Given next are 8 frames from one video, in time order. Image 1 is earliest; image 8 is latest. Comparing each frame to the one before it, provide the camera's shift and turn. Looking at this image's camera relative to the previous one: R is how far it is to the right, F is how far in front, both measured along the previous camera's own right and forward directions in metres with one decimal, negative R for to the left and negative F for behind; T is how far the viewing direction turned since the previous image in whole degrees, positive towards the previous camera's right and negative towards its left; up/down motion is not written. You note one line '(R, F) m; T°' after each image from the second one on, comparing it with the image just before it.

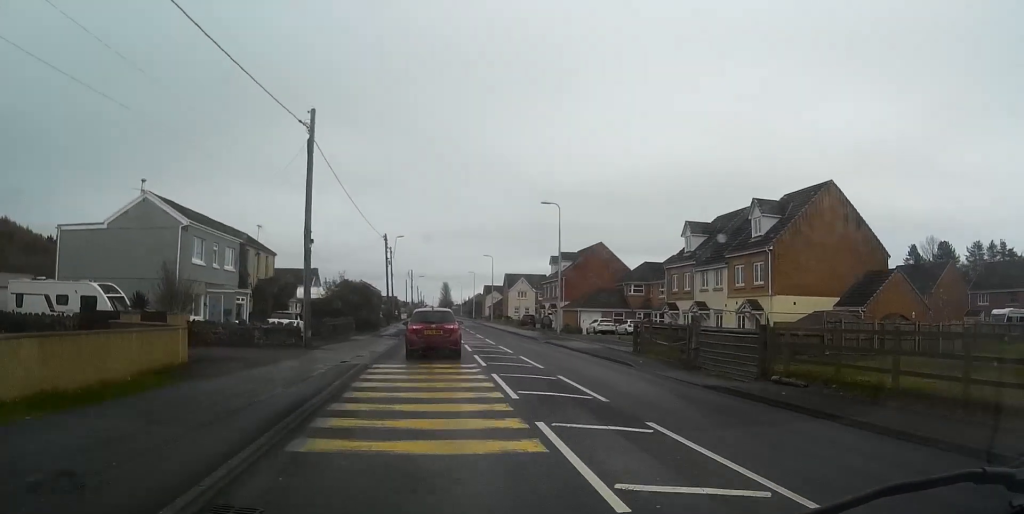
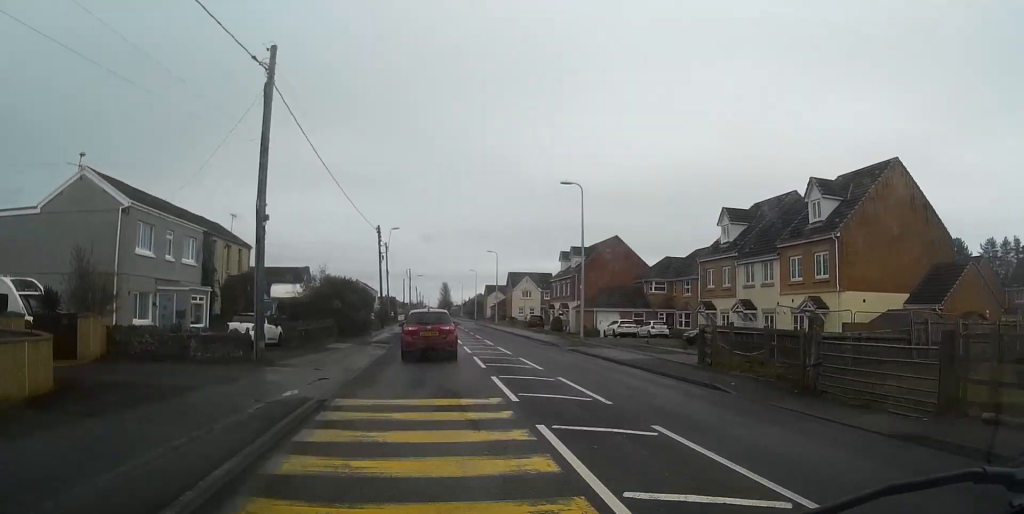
(+0.2, +6.2) m; +1°
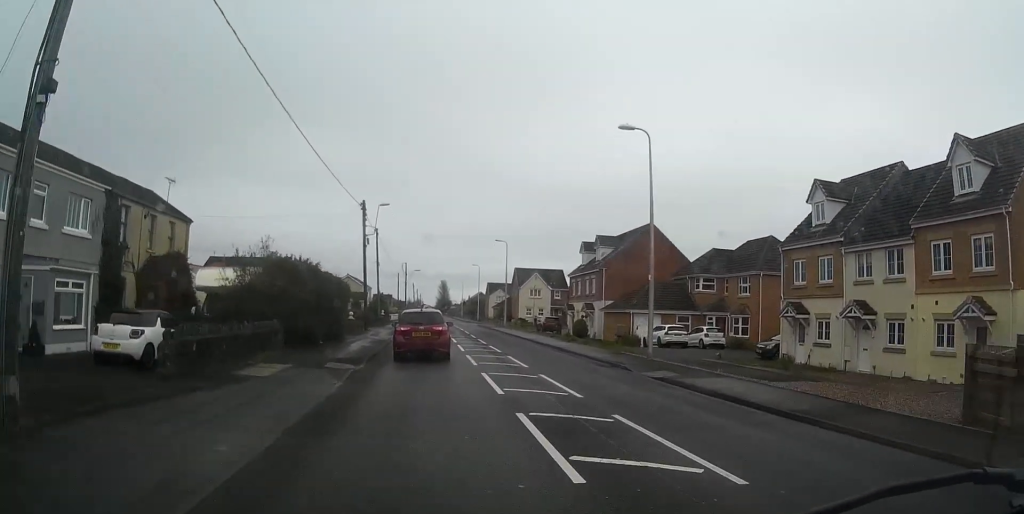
(+0.1, +10.6) m; 0°
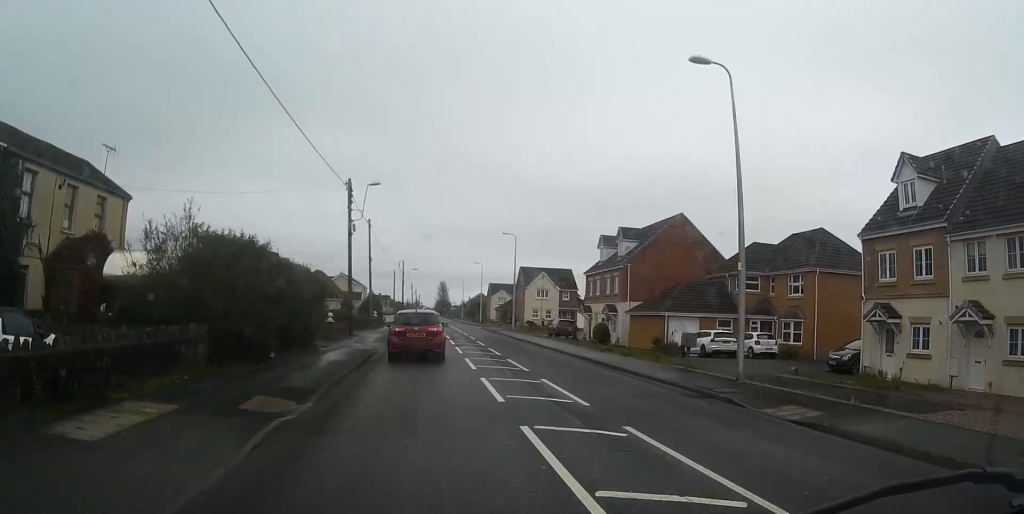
(0.0, +6.8) m; 0°
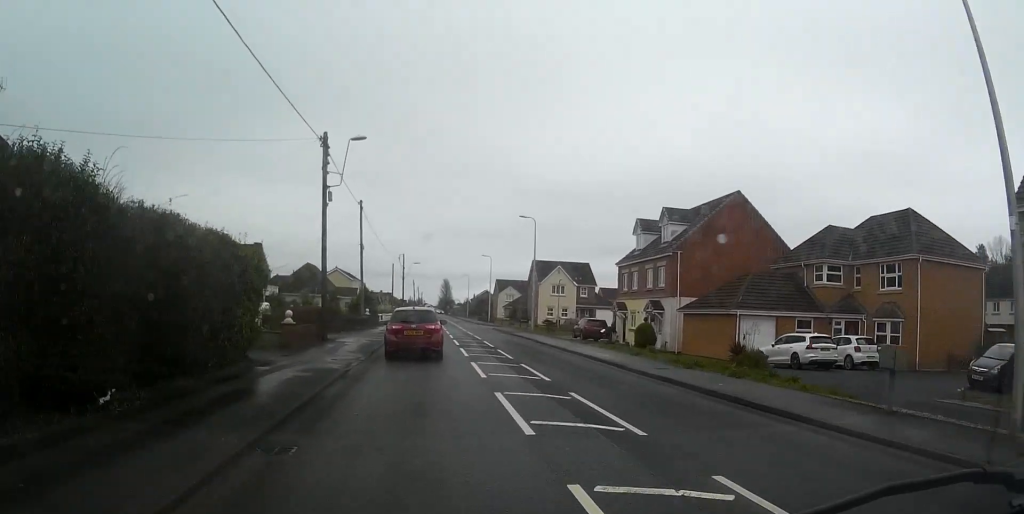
(0.0, +8.7) m; 0°
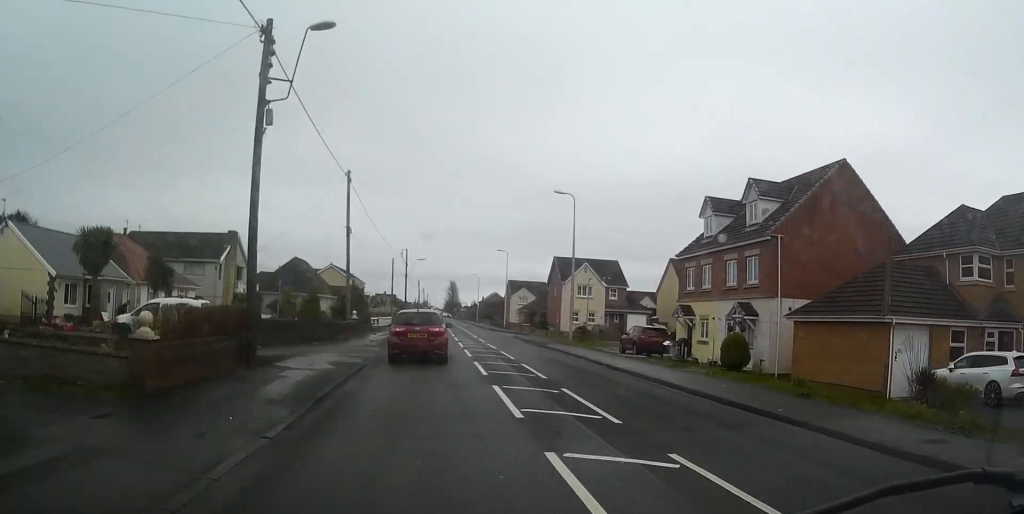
(0.0, +10.5) m; -1°
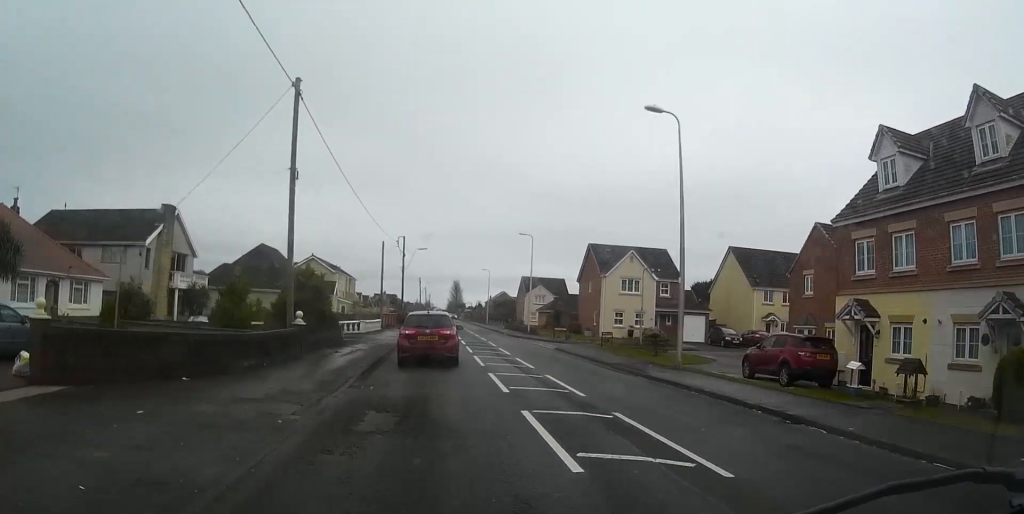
(-0.4, +15.0) m; -1°
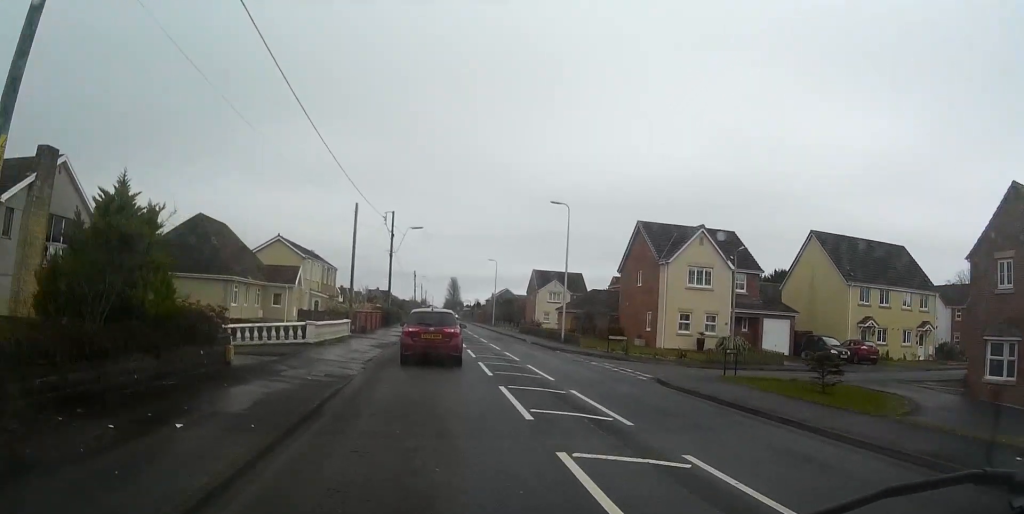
(+0.5, +14.9) m; +2°
